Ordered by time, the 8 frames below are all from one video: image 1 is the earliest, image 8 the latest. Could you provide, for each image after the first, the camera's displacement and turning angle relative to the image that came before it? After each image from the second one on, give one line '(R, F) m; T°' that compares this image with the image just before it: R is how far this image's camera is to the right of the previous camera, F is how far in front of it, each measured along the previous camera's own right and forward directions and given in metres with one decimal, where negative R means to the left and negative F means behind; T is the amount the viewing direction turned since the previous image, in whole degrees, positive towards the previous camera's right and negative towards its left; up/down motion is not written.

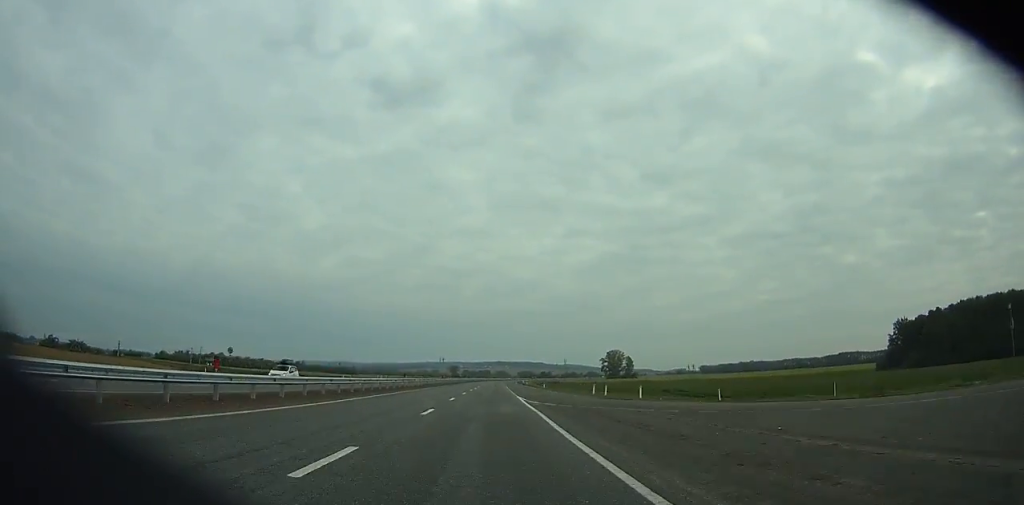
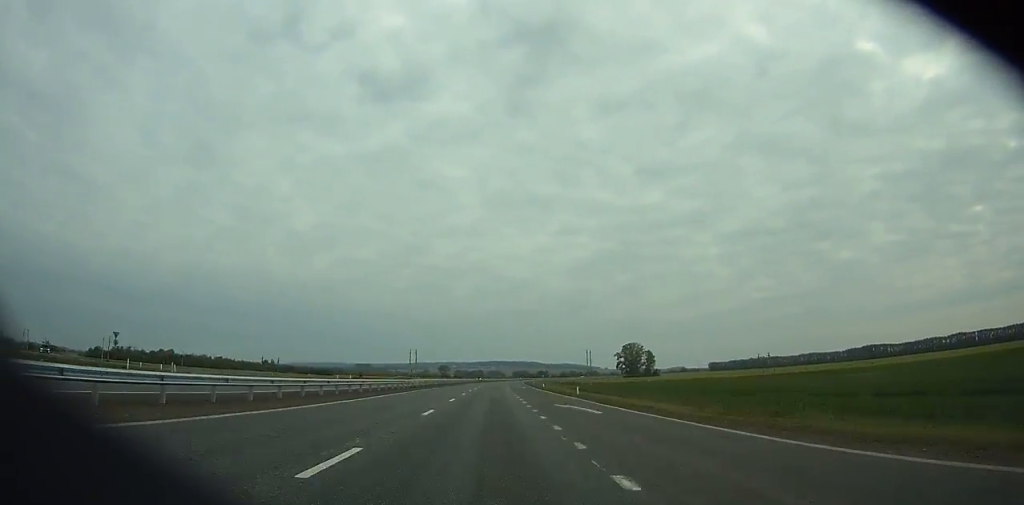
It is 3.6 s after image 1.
(+0.7, +95.1) m; +1°
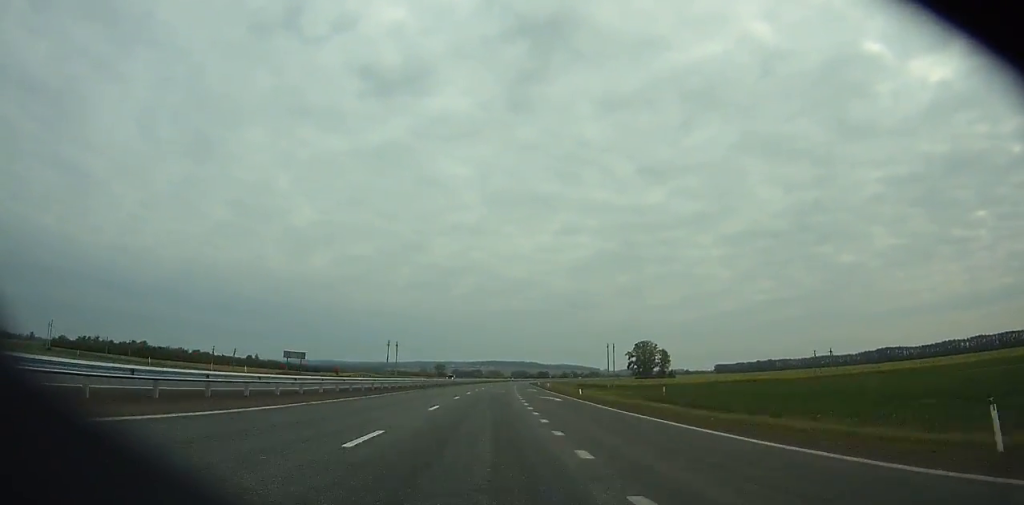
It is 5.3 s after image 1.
(0.0, +44.9) m; 0°
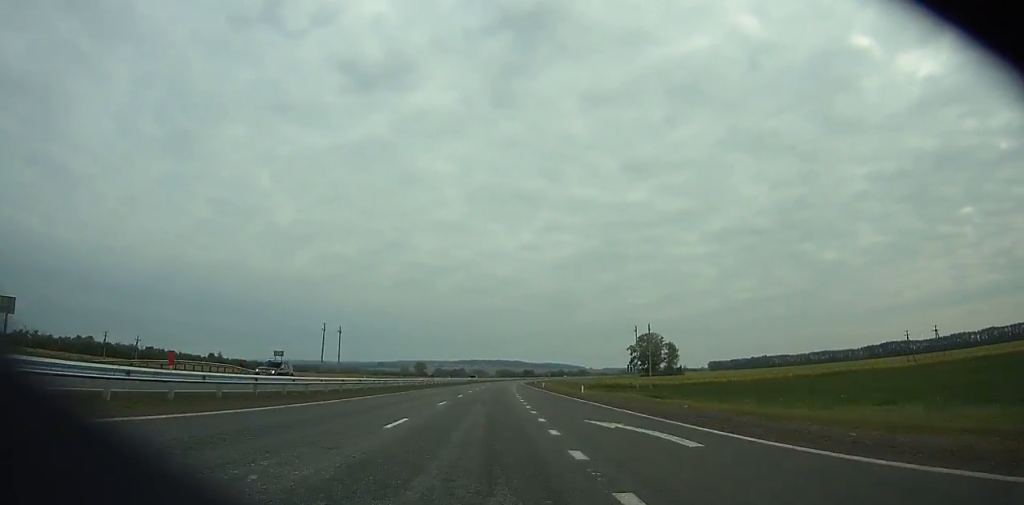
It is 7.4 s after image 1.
(+0.4, +55.2) m; +1°
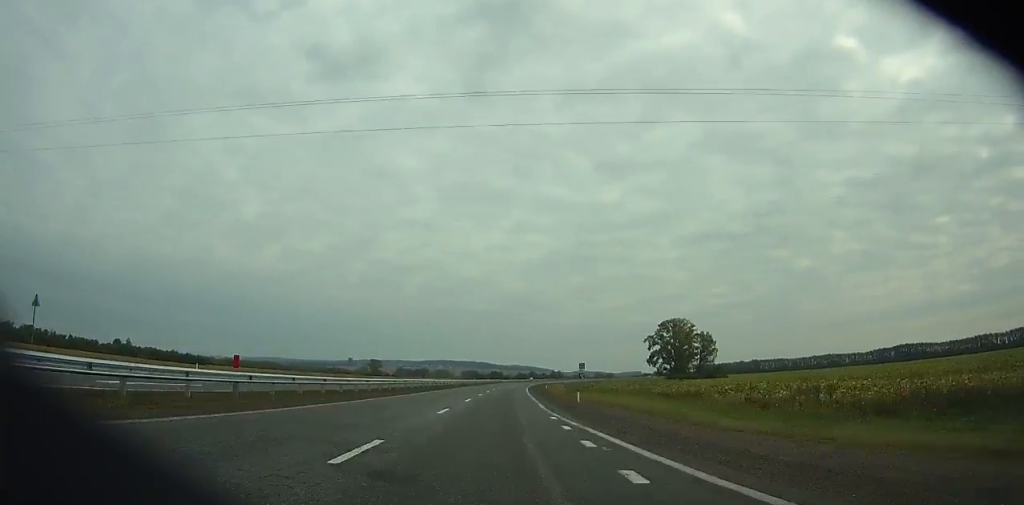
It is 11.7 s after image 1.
(+2.1, +113.3) m; +3°
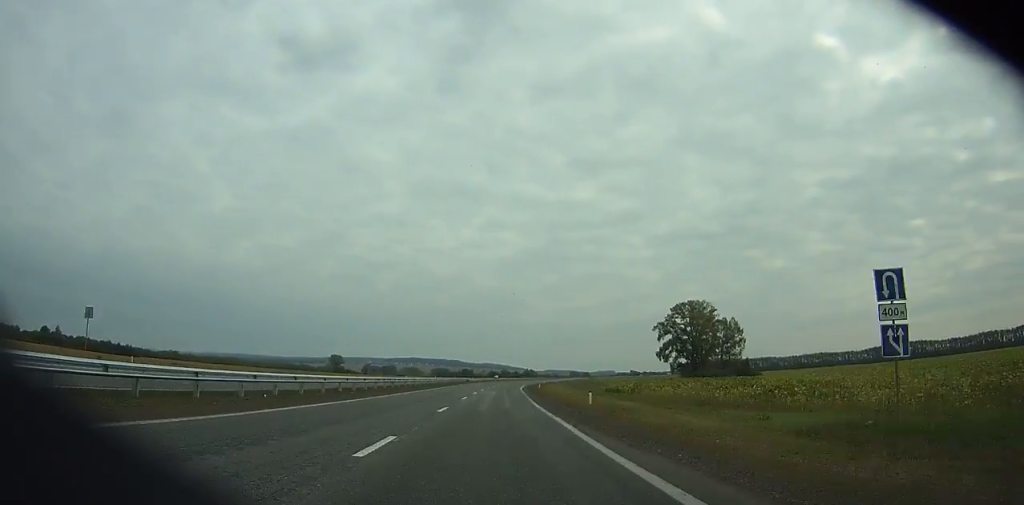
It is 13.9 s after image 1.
(+1.5, +58.3) m; +2°
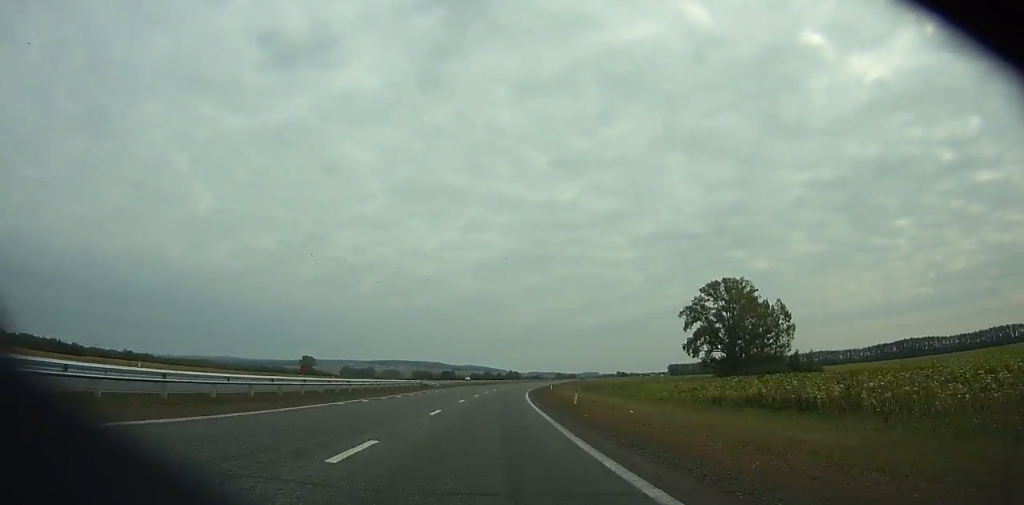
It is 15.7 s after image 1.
(+0.8, +47.8) m; +2°
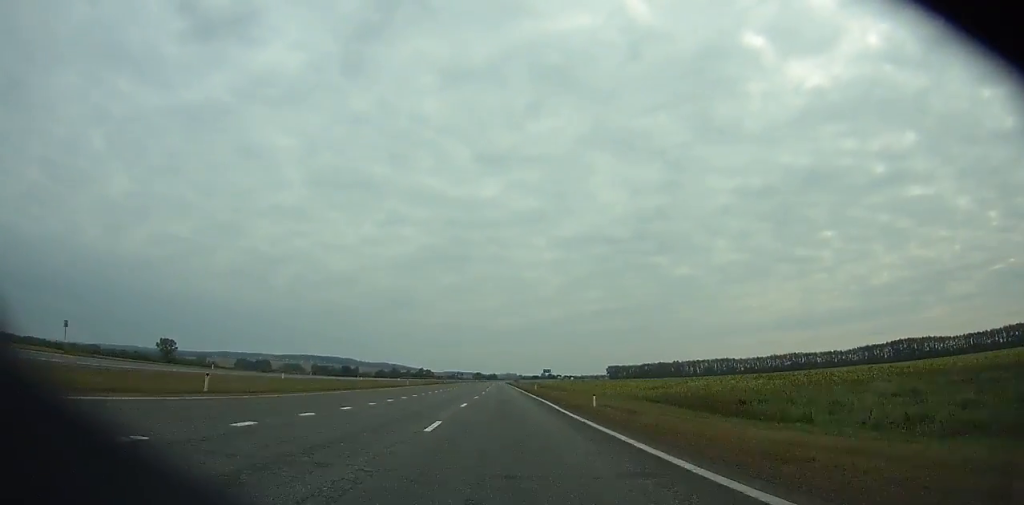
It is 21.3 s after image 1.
(+9.0, +148.8) m; +7°
